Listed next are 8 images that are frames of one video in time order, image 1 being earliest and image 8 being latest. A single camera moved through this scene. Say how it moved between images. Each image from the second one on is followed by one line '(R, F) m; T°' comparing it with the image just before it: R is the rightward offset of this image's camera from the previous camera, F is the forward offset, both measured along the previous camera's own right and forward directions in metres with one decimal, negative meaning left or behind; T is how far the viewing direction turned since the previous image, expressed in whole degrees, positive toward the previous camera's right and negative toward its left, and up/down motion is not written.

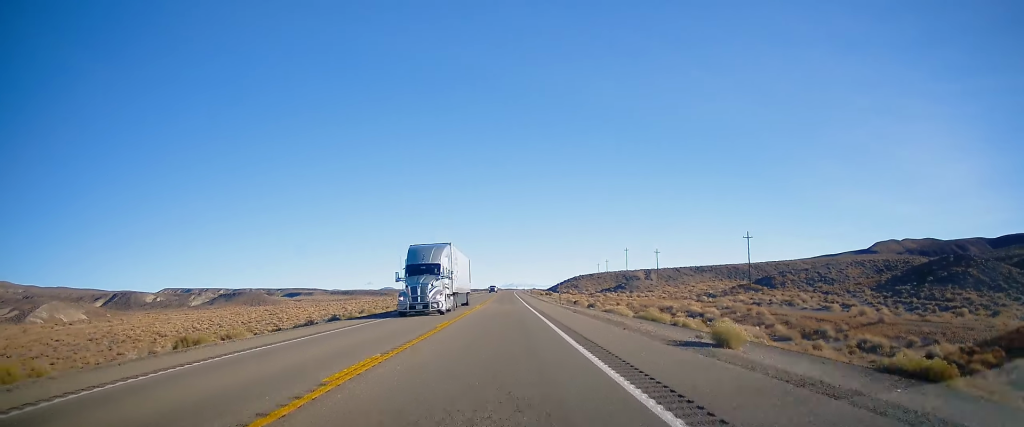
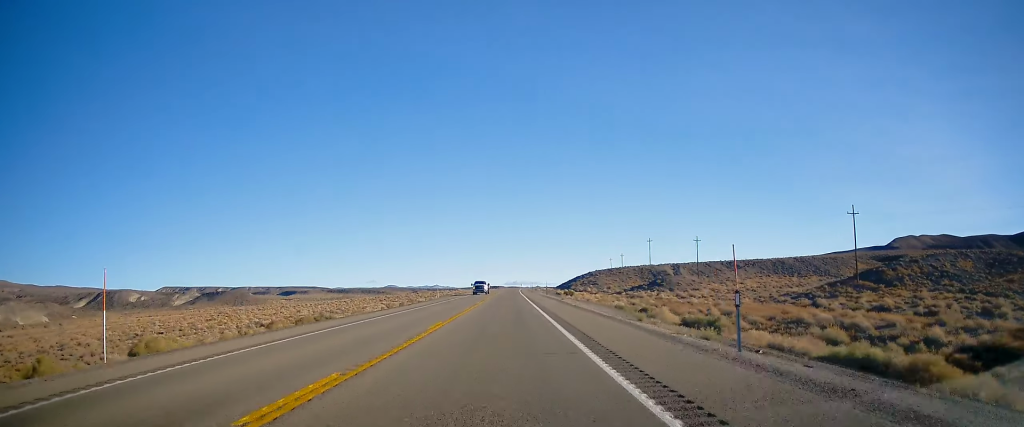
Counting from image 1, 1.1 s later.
(+0.2, +39.5) m; 0°
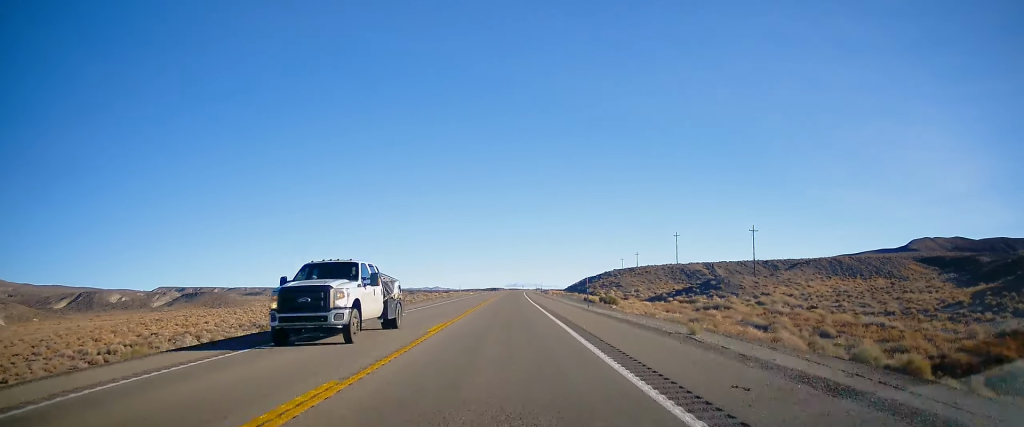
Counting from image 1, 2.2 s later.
(-0.4, +37.2) m; -1°
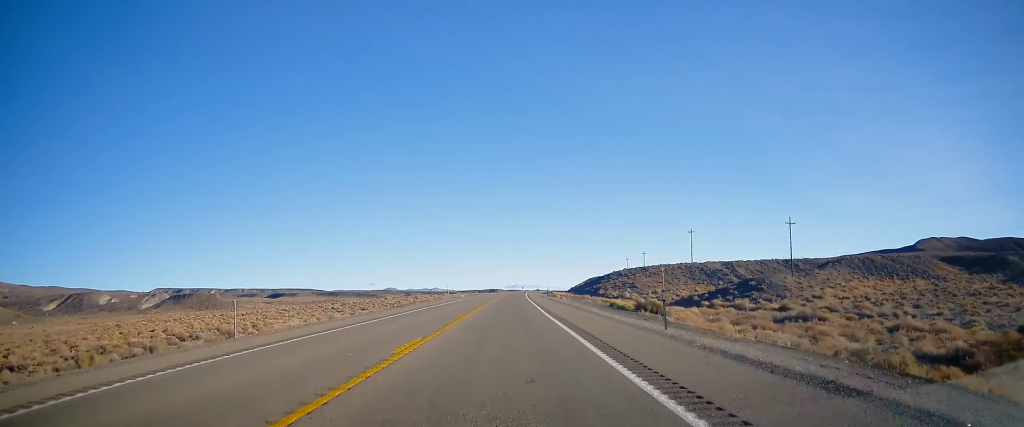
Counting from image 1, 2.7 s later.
(-0.1, +17.5) m; 0°
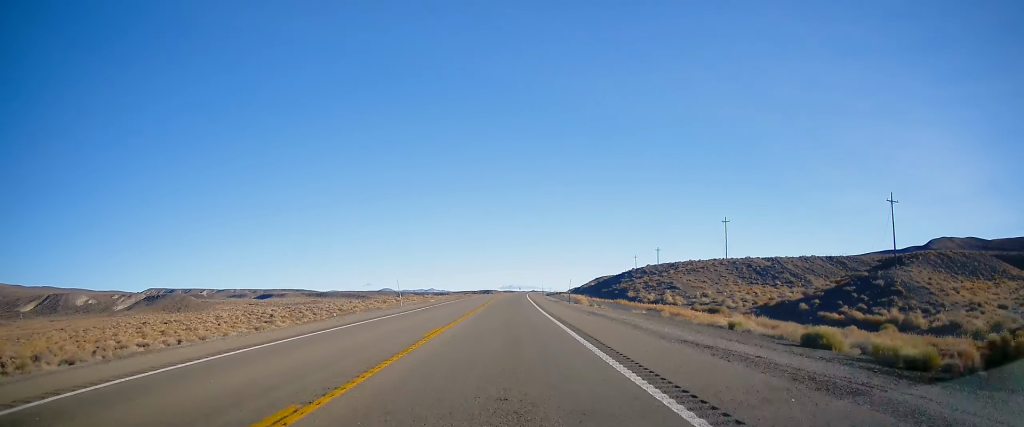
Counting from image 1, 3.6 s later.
(-0.1, +32.8) m; 0°
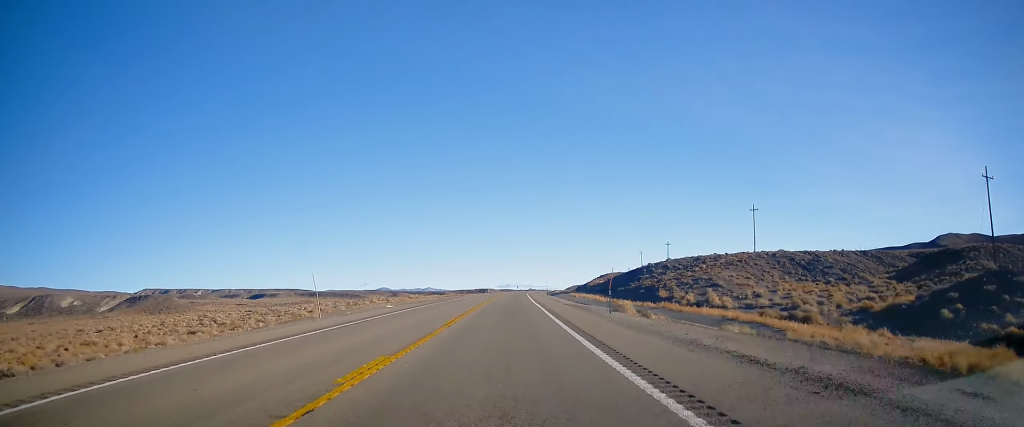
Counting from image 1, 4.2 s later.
(+0.1, +19.8) m; +1°
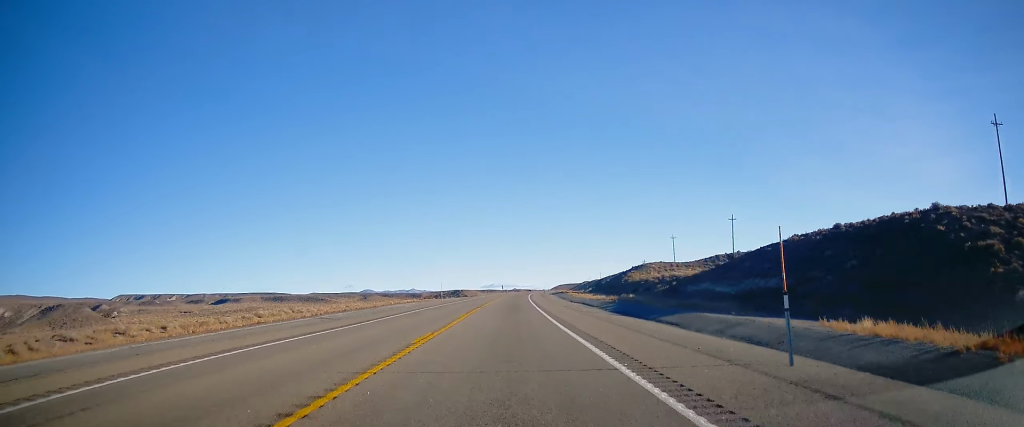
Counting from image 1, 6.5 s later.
(+1.9, +79.0) m; +2°
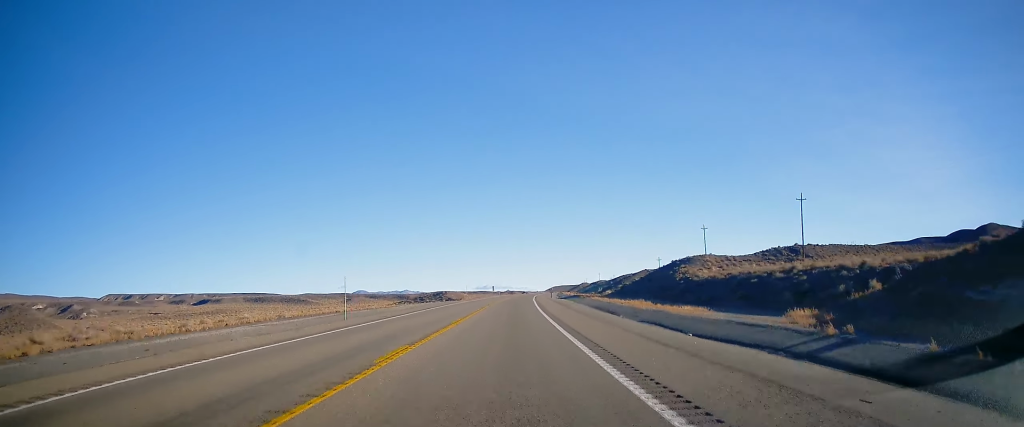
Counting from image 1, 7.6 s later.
(+0.1, +39.9) m; +1°
